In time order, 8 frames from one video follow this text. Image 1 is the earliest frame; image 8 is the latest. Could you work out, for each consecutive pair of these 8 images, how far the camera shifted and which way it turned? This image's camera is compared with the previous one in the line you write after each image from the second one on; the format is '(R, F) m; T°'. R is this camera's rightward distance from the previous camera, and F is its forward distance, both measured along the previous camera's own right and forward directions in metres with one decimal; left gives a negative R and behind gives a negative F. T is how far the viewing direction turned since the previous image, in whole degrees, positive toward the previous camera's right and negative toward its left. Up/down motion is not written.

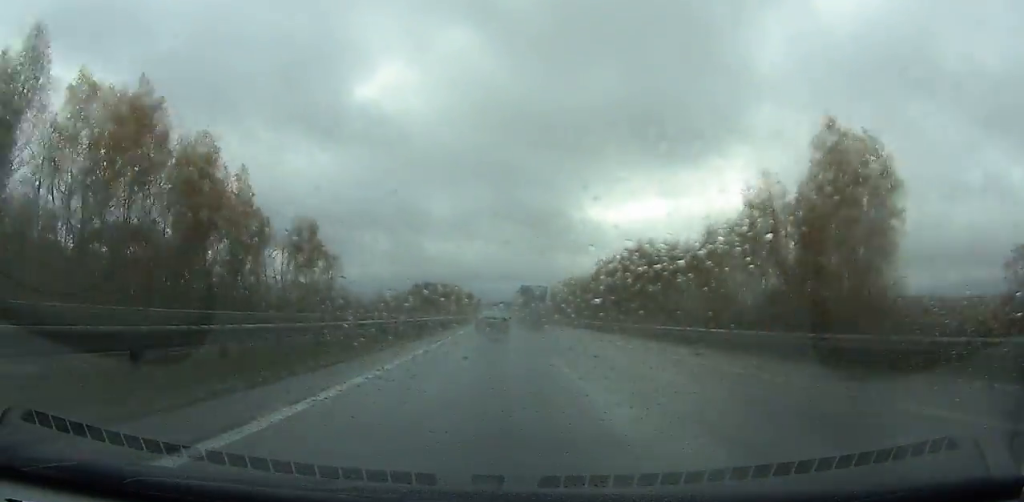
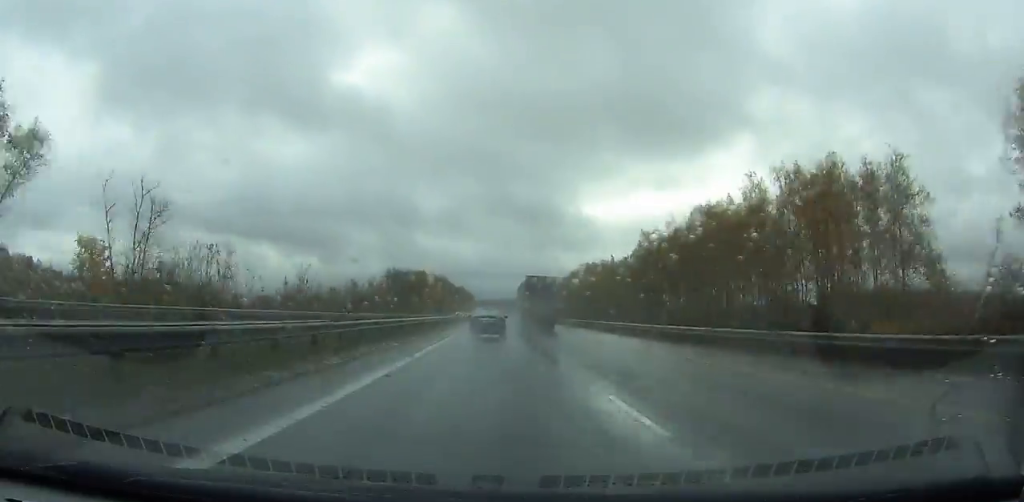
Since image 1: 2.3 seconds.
(+0.3, +67.1) m; +1°
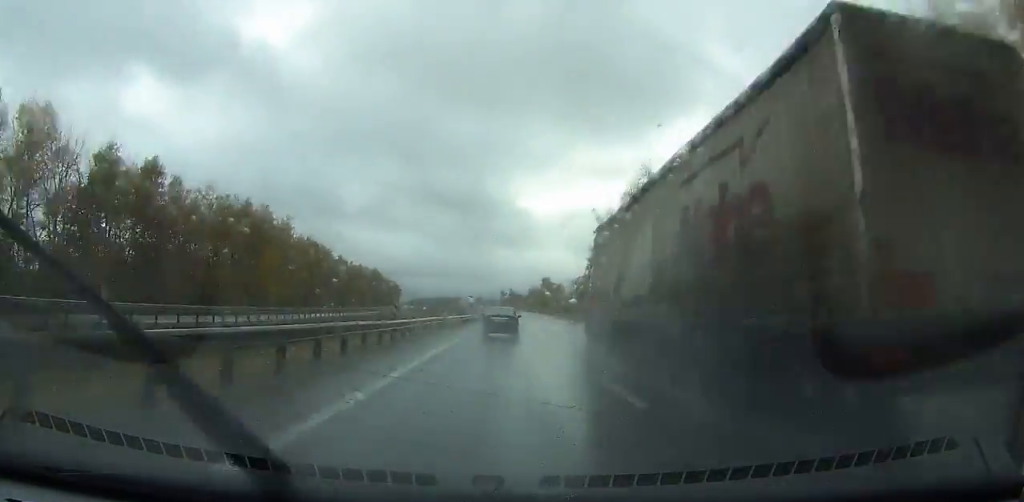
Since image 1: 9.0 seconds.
(+6.4, +199.2) m; +5°
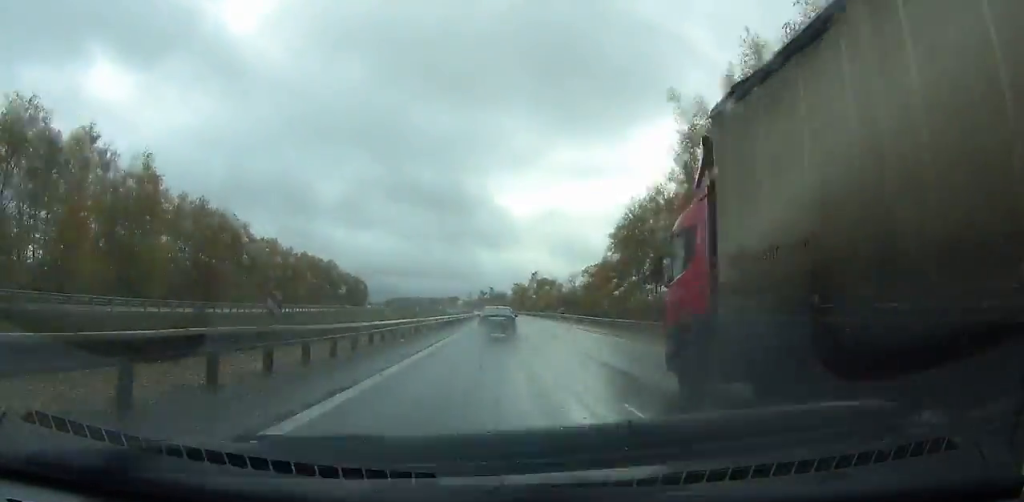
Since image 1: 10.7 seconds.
(+0.5, +50.7) m; +1°
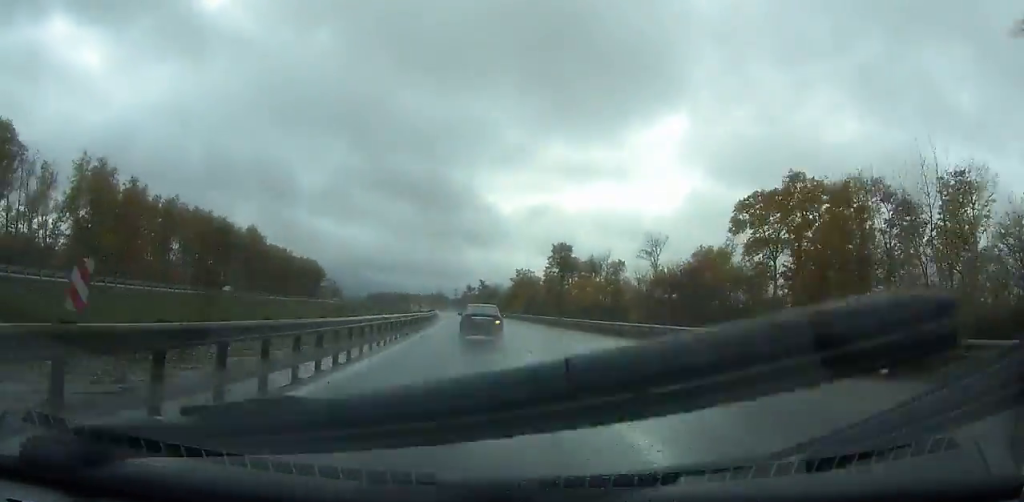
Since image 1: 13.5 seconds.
(+1.2, +82.5) m; 0°
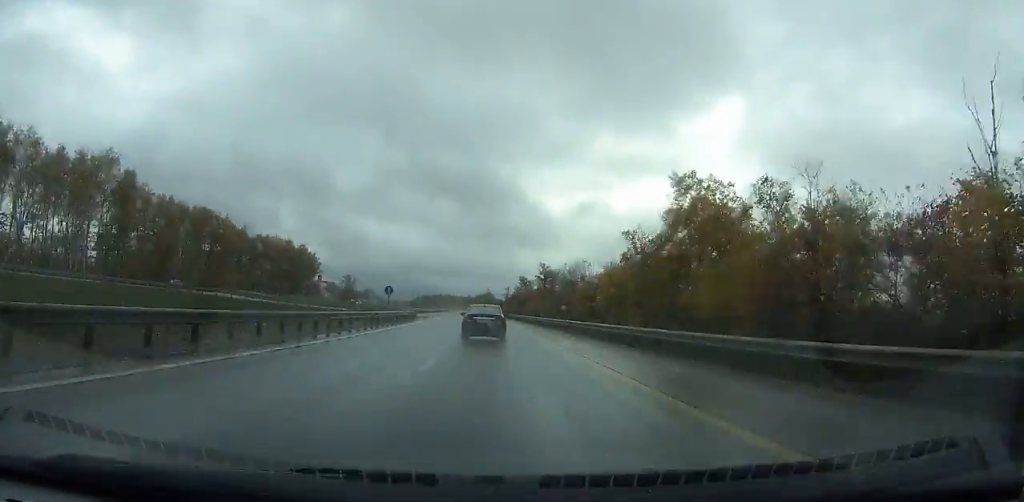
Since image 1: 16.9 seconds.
(-1.4, +96.7) m; -3°
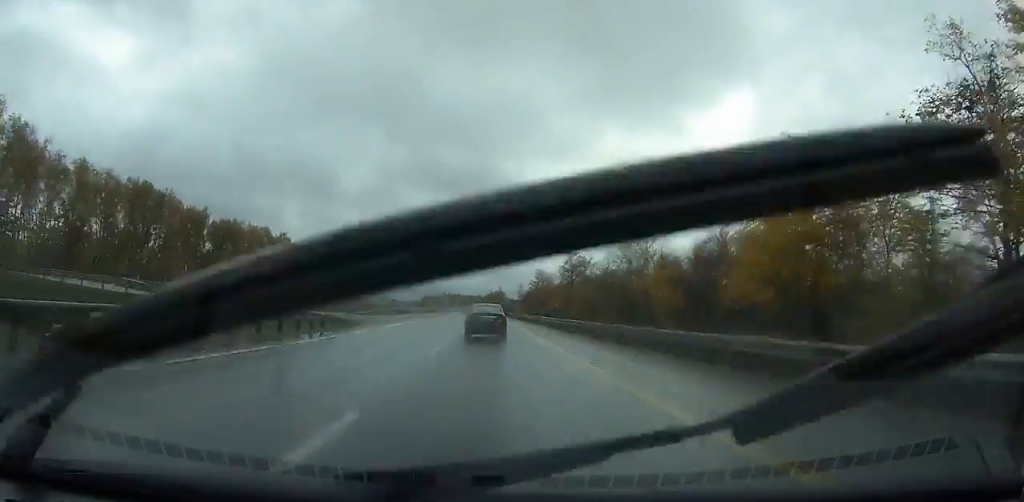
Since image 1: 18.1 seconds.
(-0.9, +33.1) m; -1°
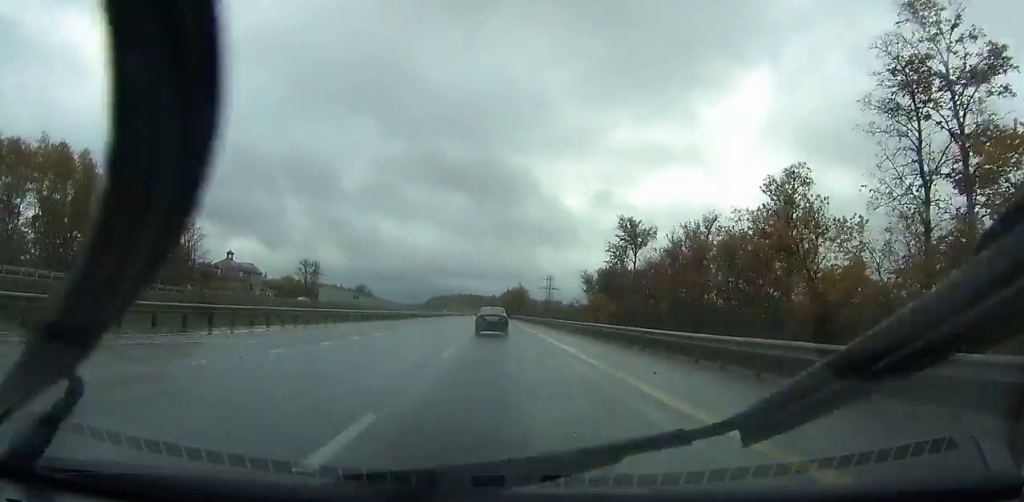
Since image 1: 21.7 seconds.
(-2.6, +96.9) m; -2°
